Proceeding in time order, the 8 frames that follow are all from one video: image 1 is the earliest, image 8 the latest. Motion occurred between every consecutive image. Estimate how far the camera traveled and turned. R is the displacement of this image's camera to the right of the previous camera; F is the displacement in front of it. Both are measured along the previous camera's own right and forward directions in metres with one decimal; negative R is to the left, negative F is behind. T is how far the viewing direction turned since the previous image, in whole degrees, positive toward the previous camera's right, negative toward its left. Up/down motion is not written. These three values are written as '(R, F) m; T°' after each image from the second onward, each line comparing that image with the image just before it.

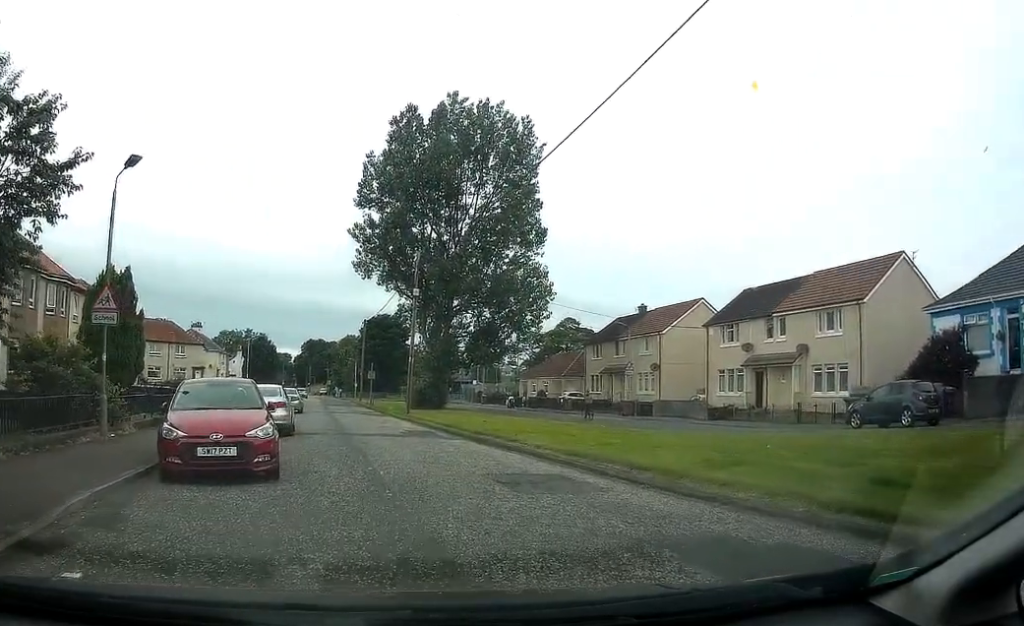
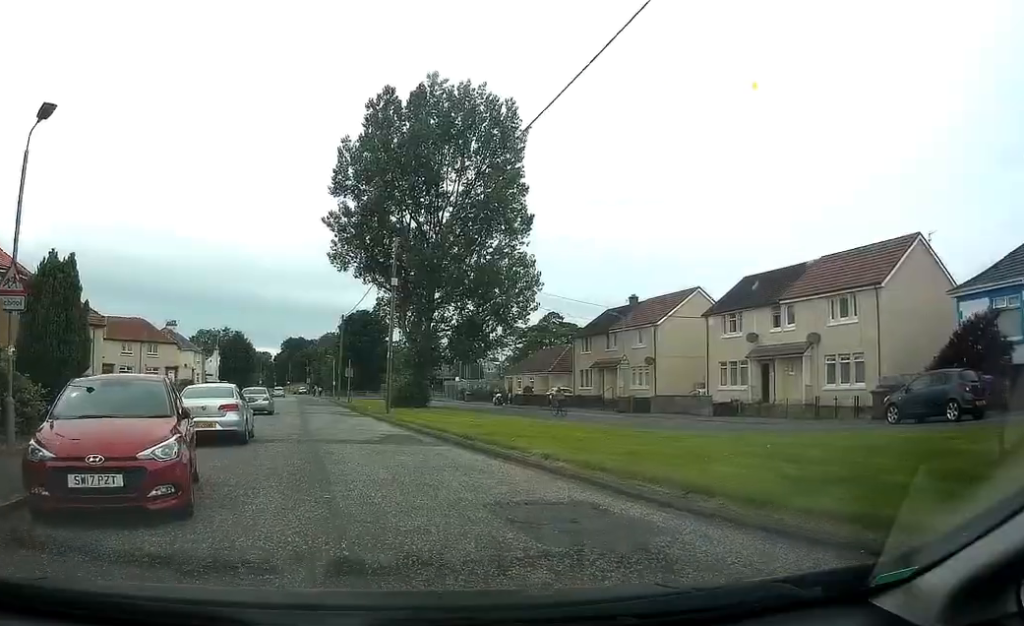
(-0.2, +3.2) m; -4°
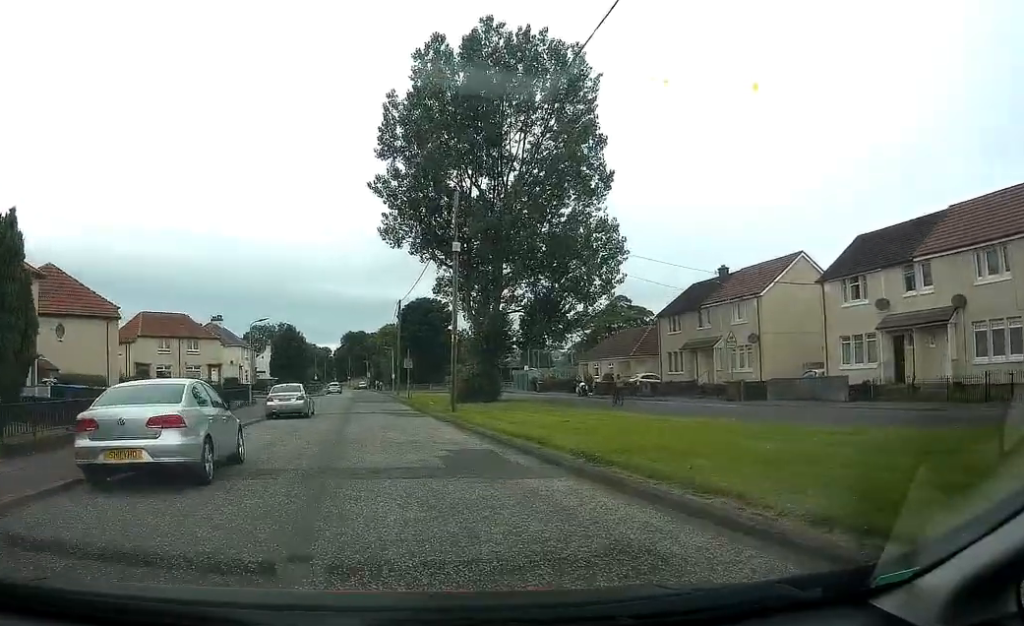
(-0.3, +7.0) m; -4°
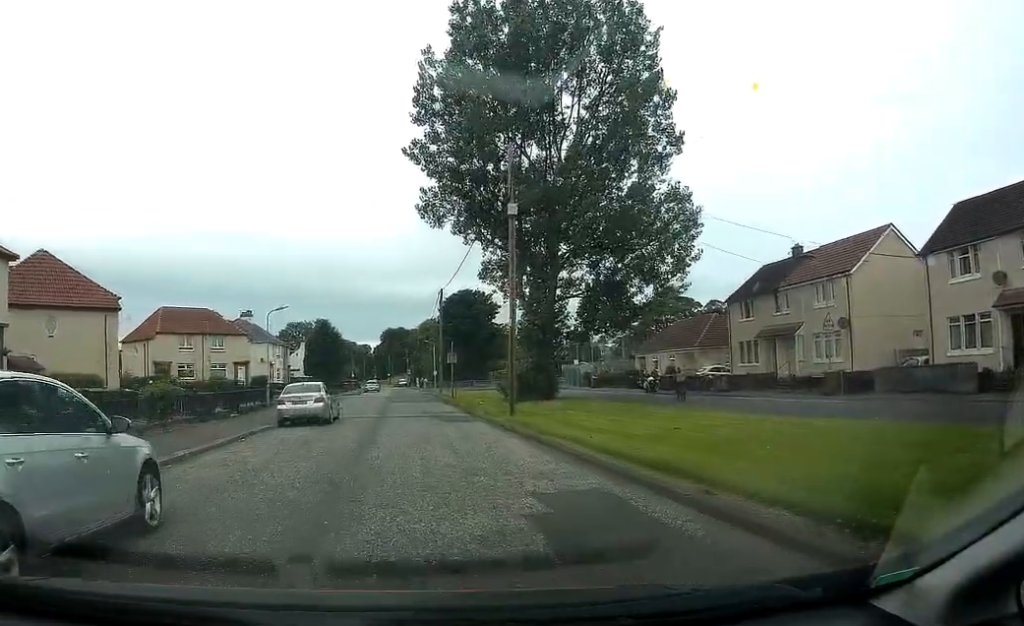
(-0.2, +6.3) m; -4°
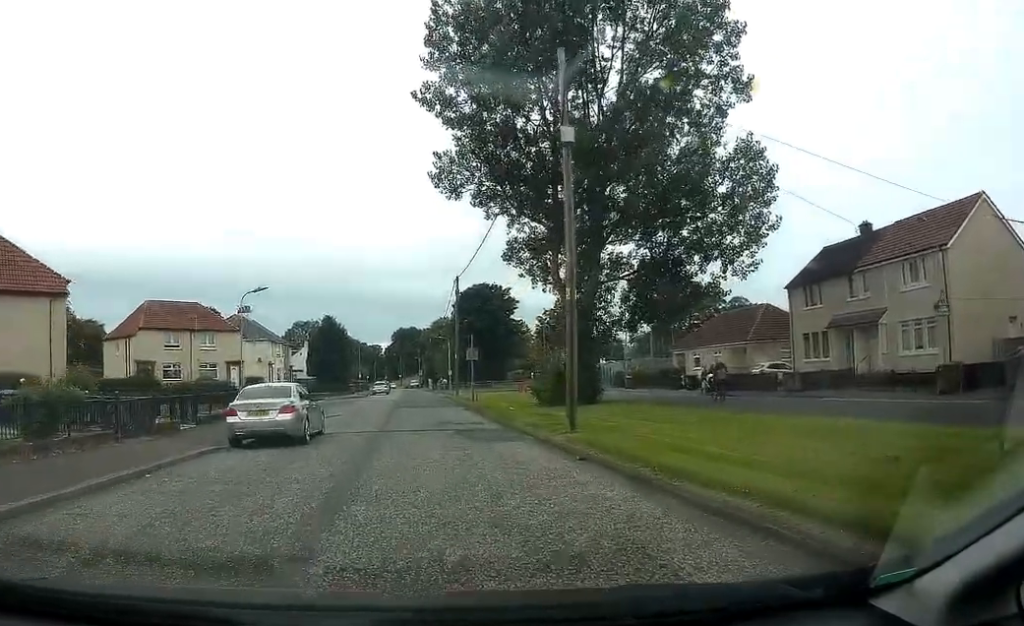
(-0.2, +7.8) m; 0°
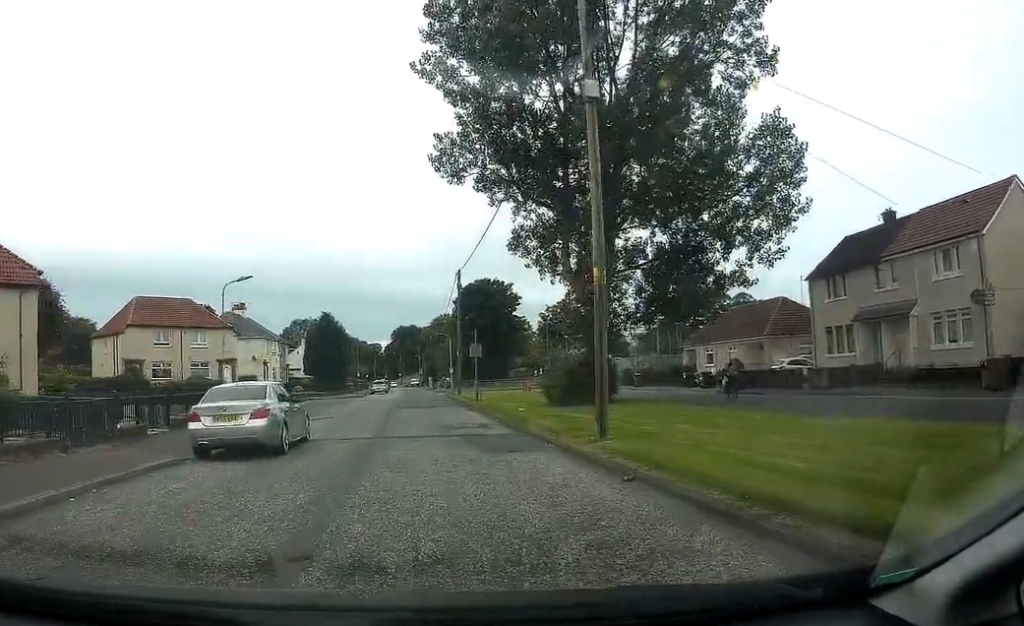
(+0.2, +2.7) m; 0°
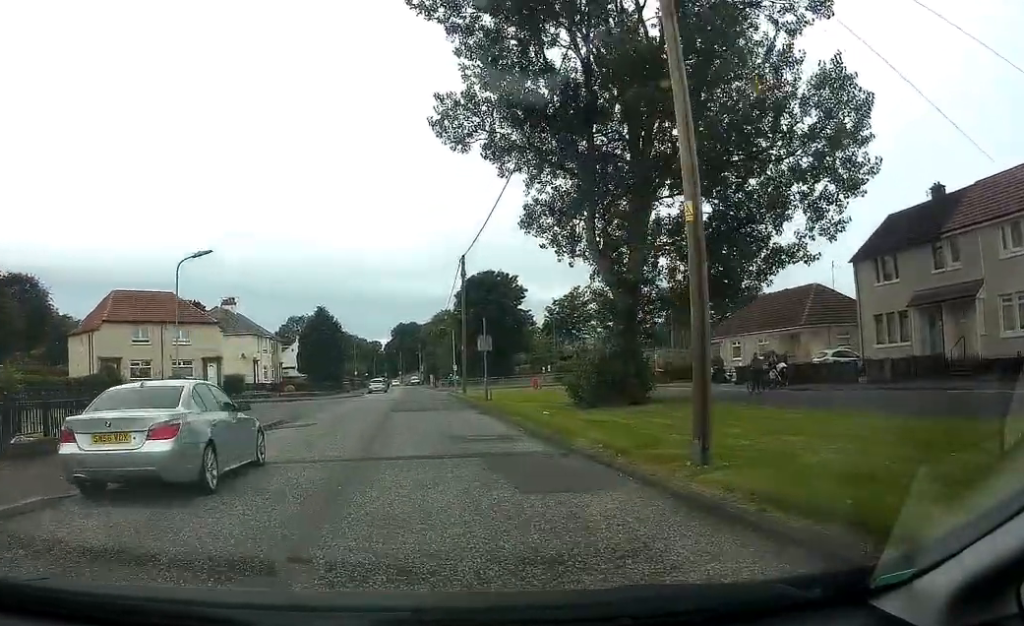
(-0.2, +5.0) m; -3°
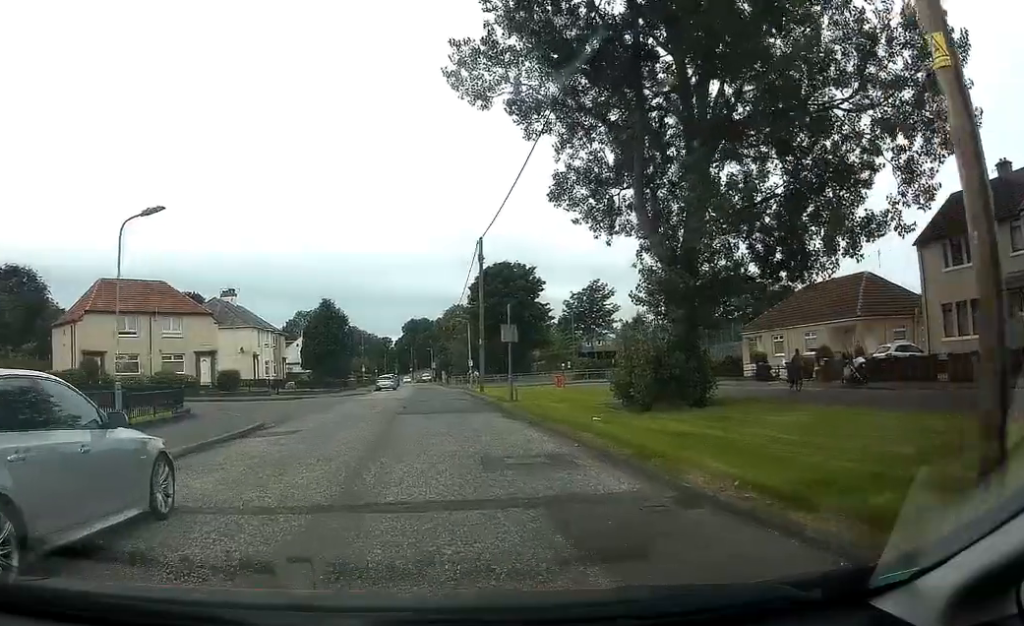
(-0.1, +5.0) m; -1°
